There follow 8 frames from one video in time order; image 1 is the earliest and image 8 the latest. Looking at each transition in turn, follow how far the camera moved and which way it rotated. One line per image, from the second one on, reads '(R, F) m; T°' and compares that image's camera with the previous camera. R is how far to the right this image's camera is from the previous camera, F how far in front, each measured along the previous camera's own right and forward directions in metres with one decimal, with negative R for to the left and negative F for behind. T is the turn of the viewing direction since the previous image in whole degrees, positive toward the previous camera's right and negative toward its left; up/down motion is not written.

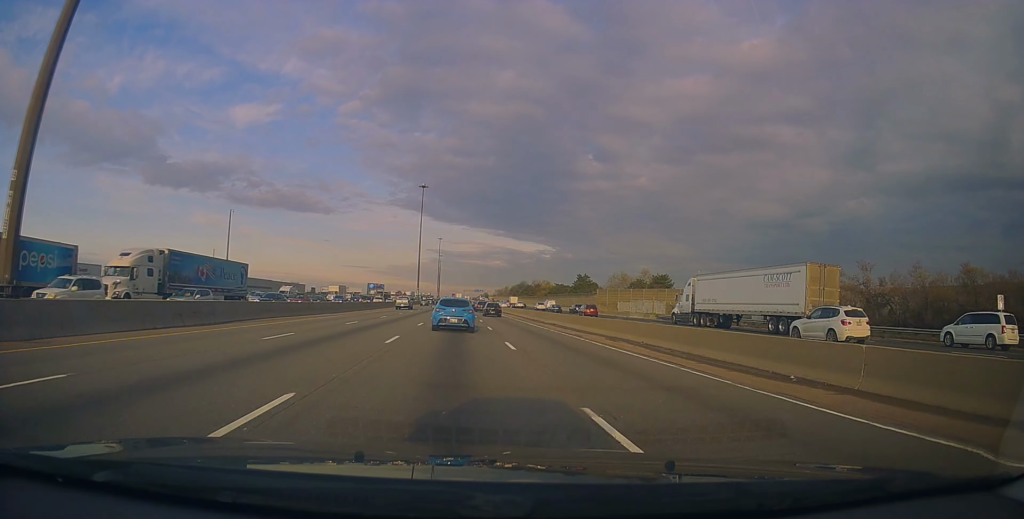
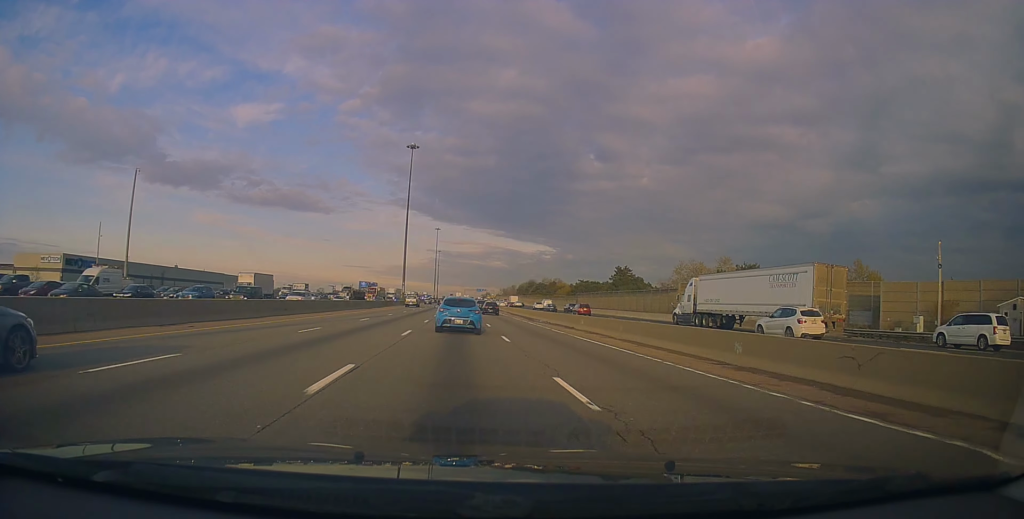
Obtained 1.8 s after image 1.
(-0.4, +45.6) m; -1°
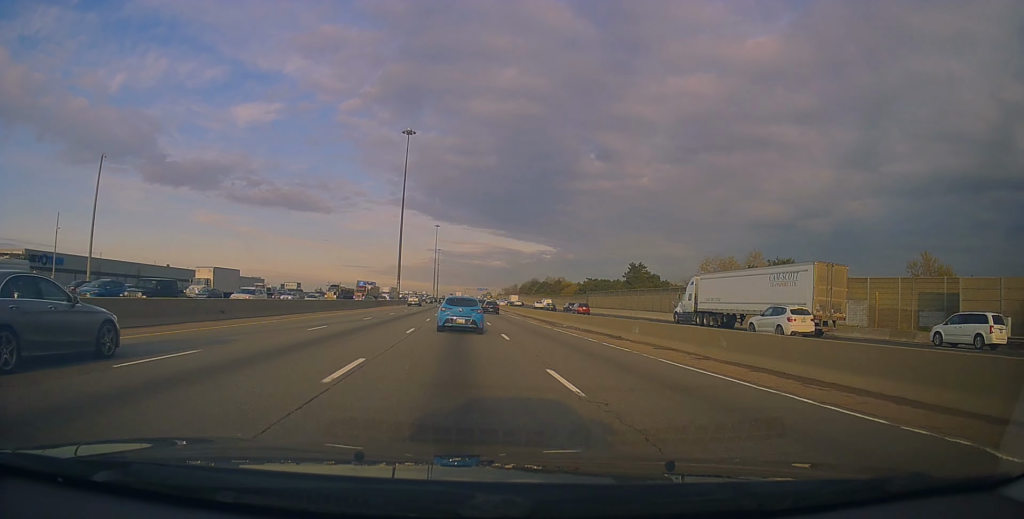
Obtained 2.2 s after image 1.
(-0.1, +11.3) m; 0°
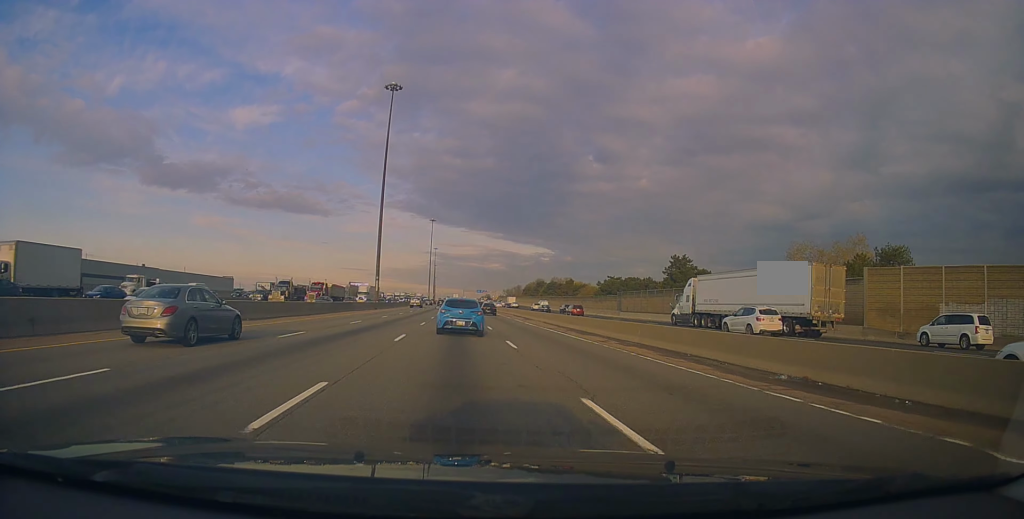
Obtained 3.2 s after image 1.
(0.0, +27.3) m; +1°
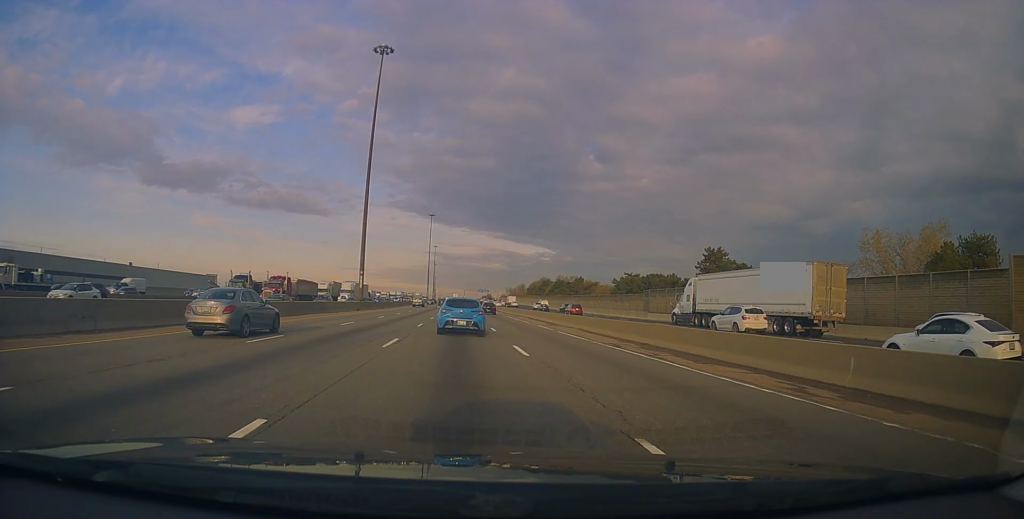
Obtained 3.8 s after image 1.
(+0.2, +15.1) m; 0°
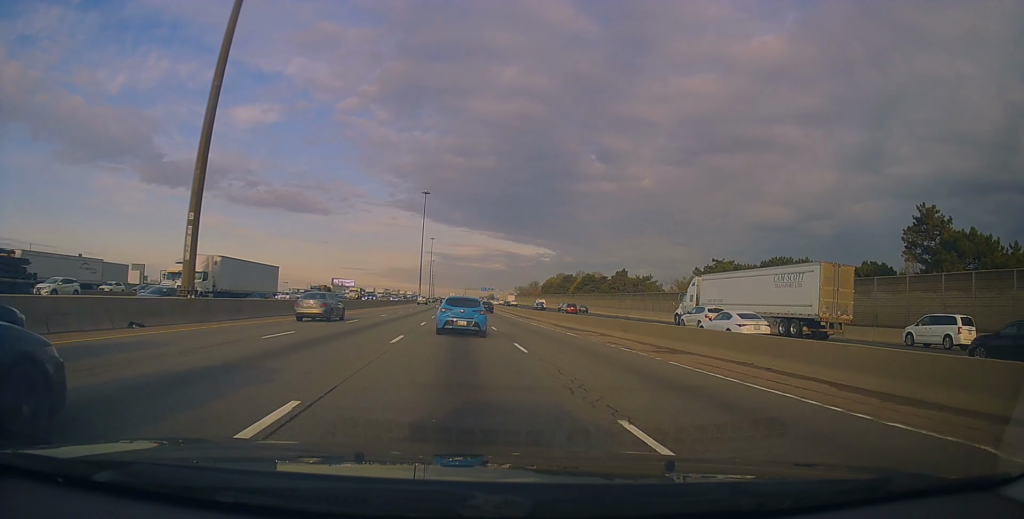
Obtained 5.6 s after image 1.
(-0.1, +47.4) m; 0°
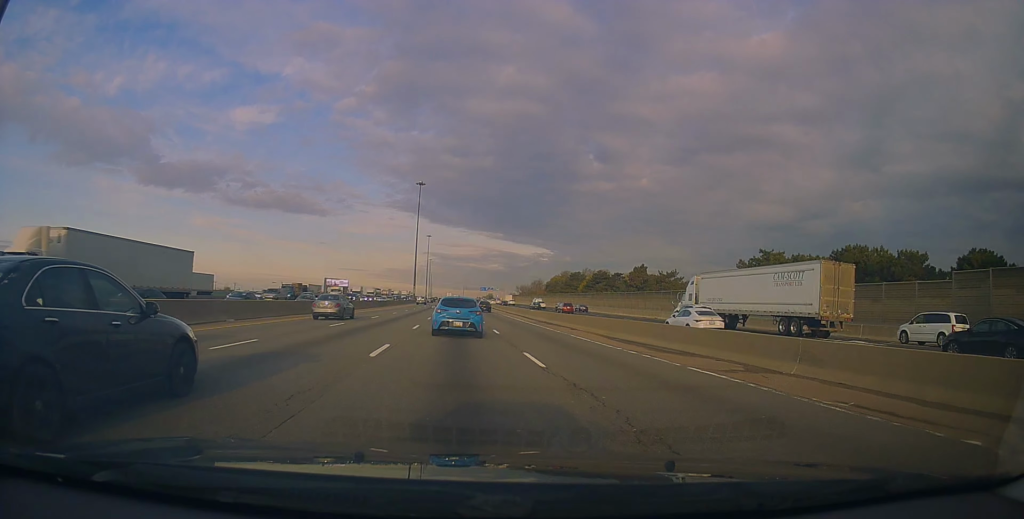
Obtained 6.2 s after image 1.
(+0.3, +15.5) m; 0°
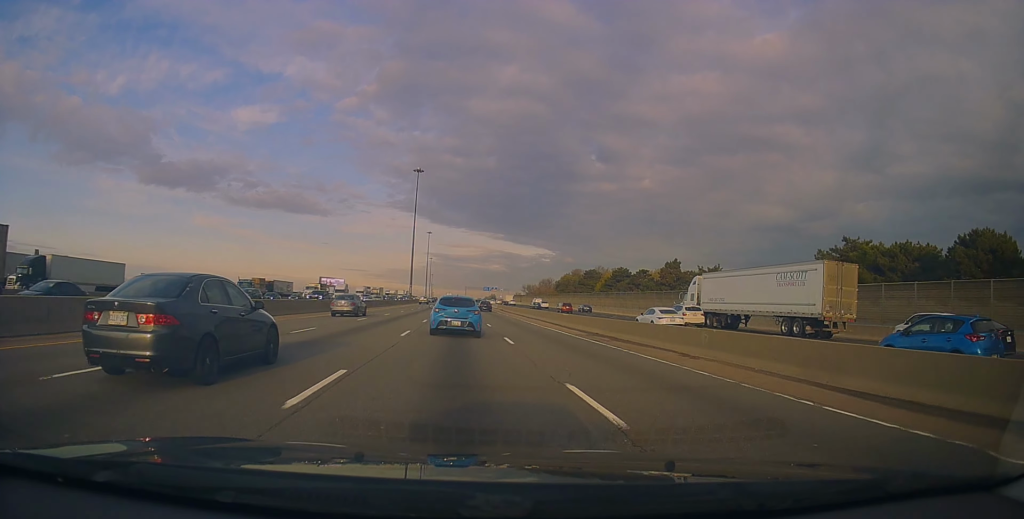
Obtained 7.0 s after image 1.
(-0.2, +18.1) m; 0°
